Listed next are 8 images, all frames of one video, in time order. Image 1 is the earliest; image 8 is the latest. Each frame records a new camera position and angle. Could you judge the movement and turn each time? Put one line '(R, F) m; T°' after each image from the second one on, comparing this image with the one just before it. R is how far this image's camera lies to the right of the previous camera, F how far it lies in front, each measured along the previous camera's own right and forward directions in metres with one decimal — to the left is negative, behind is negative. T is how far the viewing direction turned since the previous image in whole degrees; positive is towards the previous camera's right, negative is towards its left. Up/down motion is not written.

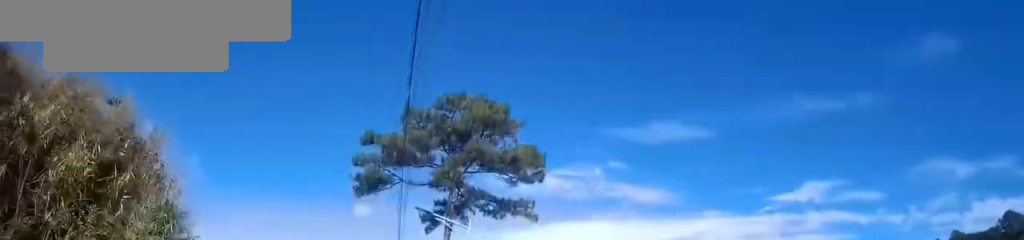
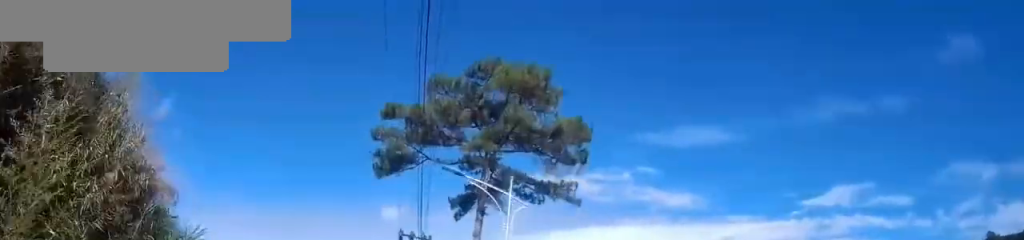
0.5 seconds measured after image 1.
(-0.1, +4.4) m; -4°
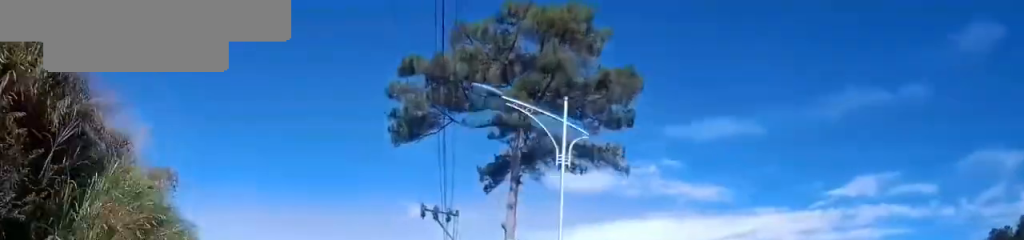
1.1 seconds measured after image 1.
(-0.2, +4.8) m; -5°
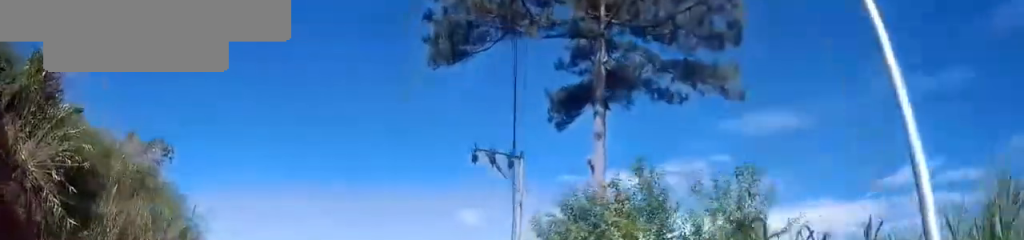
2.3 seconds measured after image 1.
(-0.6, +8.5) m; -11°
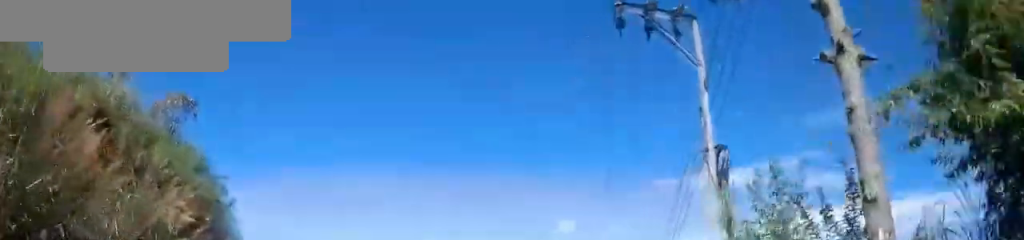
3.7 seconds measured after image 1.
(-0.9, +8.7) m; -7°
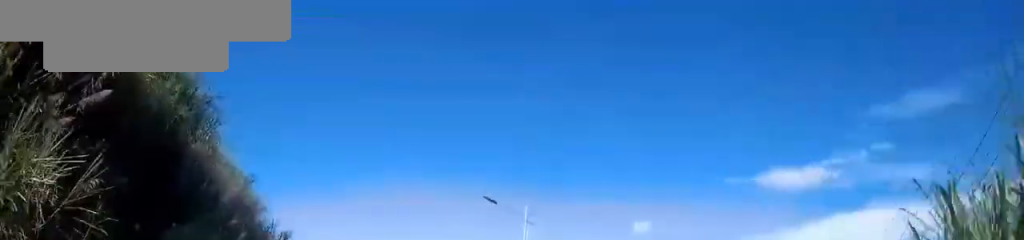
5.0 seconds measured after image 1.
(-0.7, +8.7) m; -7°
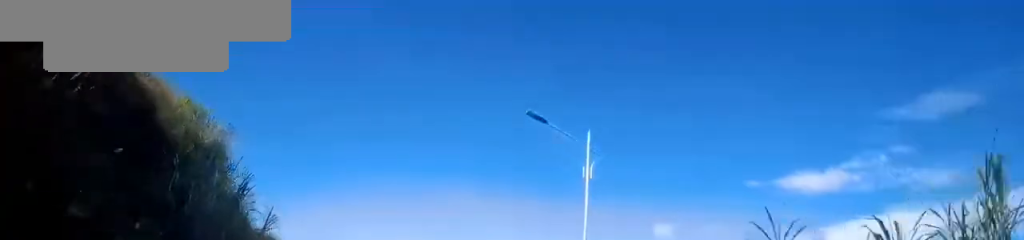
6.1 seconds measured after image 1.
(+0.1, +7.7) m; -3°
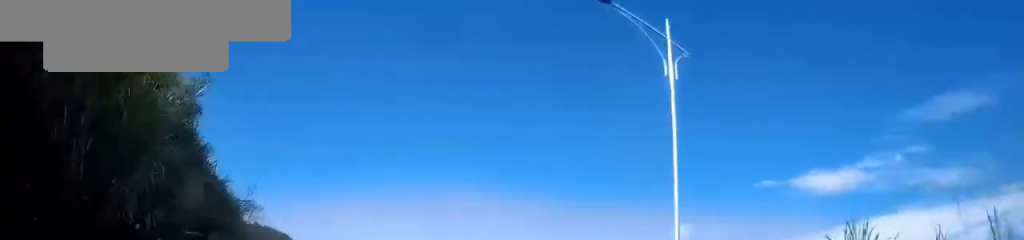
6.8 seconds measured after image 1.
(-0.3, +5.5) m; -4°
